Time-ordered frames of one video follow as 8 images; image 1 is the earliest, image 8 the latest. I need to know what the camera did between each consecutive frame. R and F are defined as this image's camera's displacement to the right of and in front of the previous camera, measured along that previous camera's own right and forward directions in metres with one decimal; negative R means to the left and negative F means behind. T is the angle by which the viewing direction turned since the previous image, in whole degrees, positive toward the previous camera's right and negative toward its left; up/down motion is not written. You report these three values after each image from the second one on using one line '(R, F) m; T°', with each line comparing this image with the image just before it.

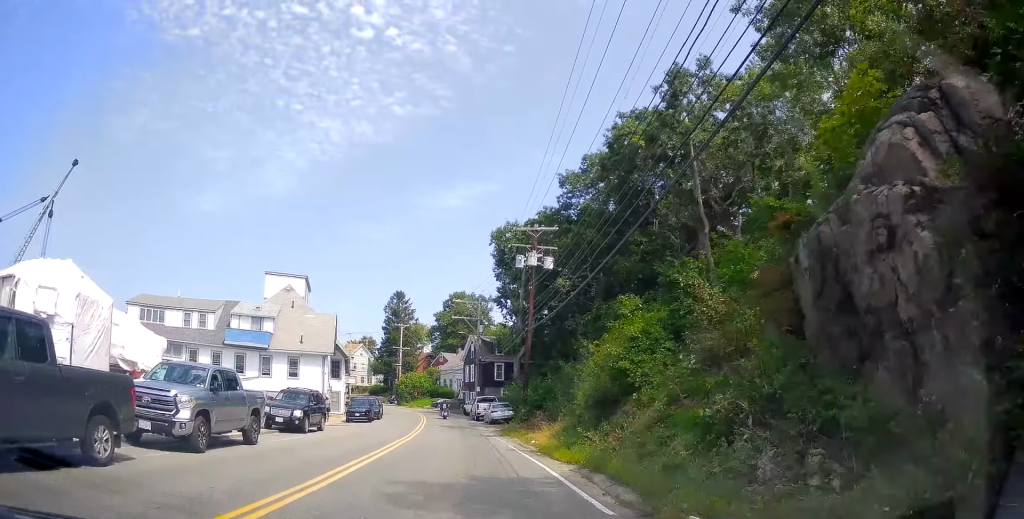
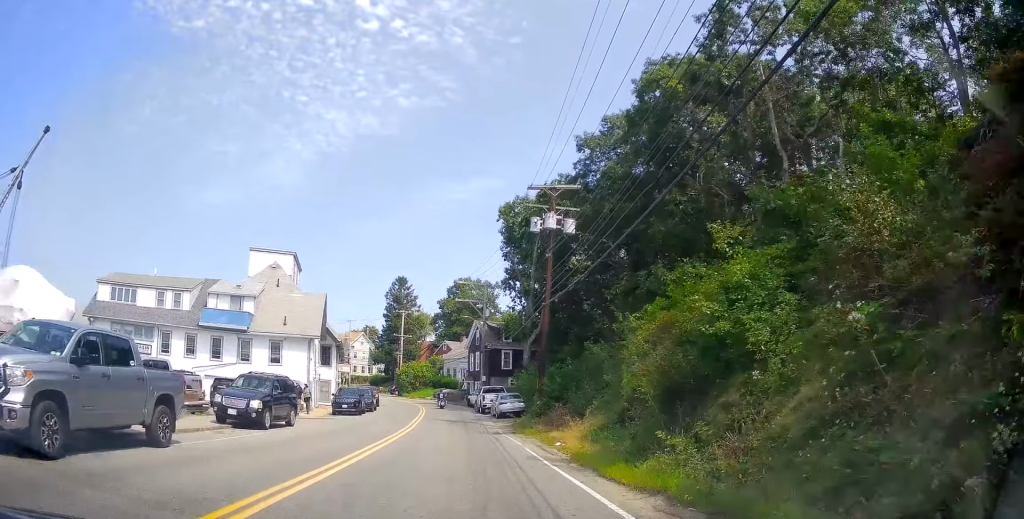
(-0.2, +4.9) m; -1°
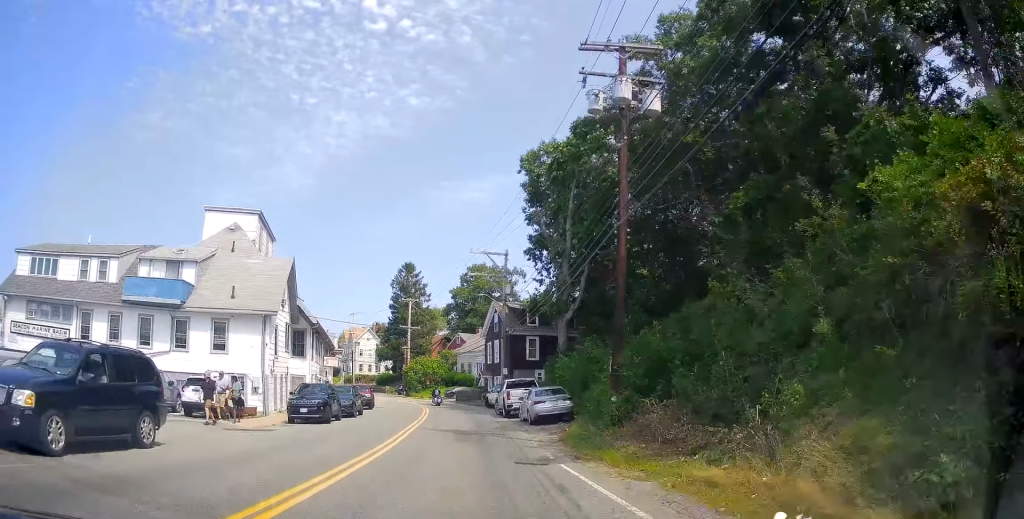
(-0.2, +10.6) m; -1°
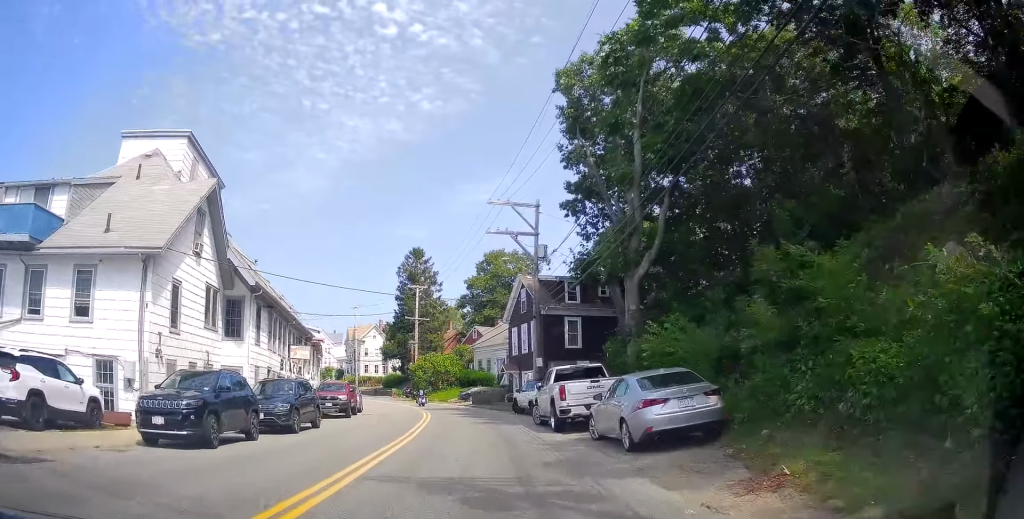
(0.0, +11.9) m; 0°
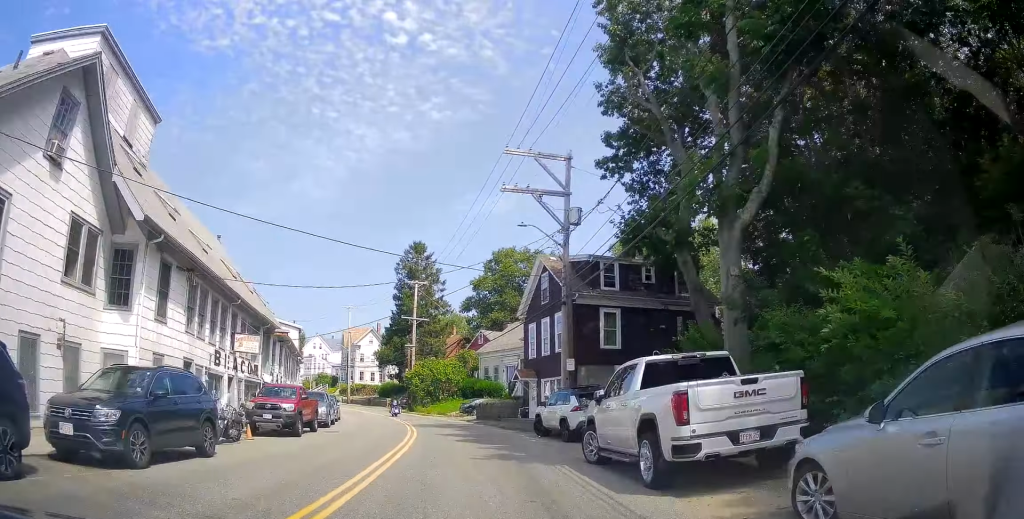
(0.0, +8.7) m; 0°
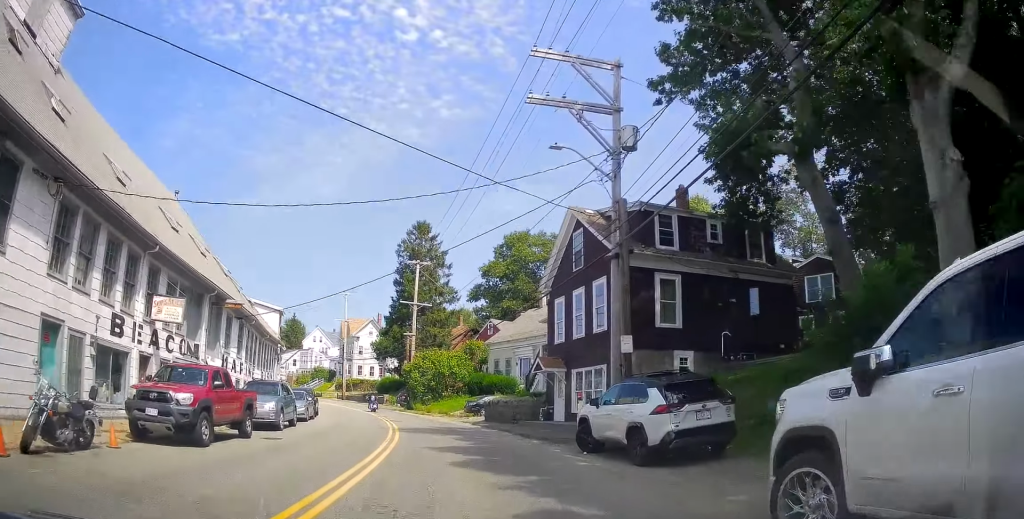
(0.0, +7.7) m; 0°
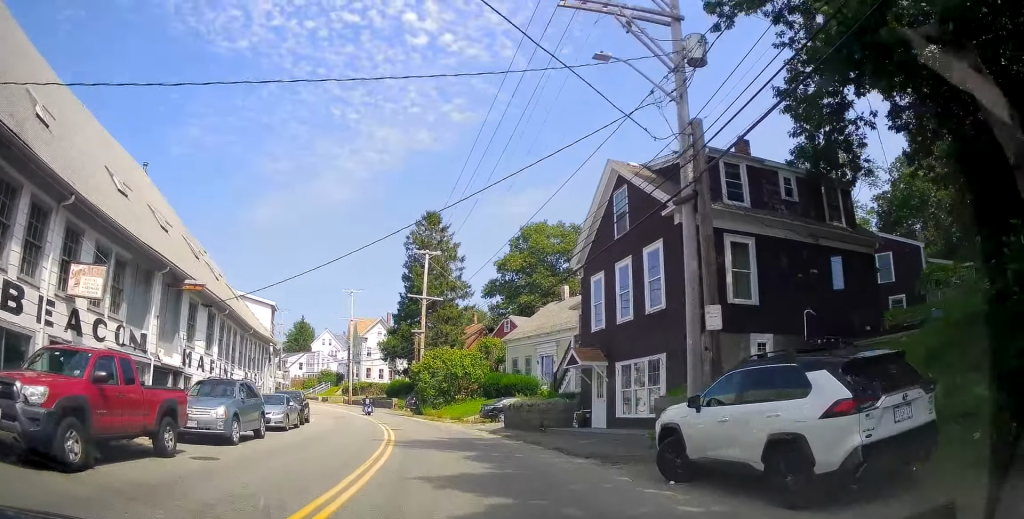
(+0.1, +5.2) m; -1°
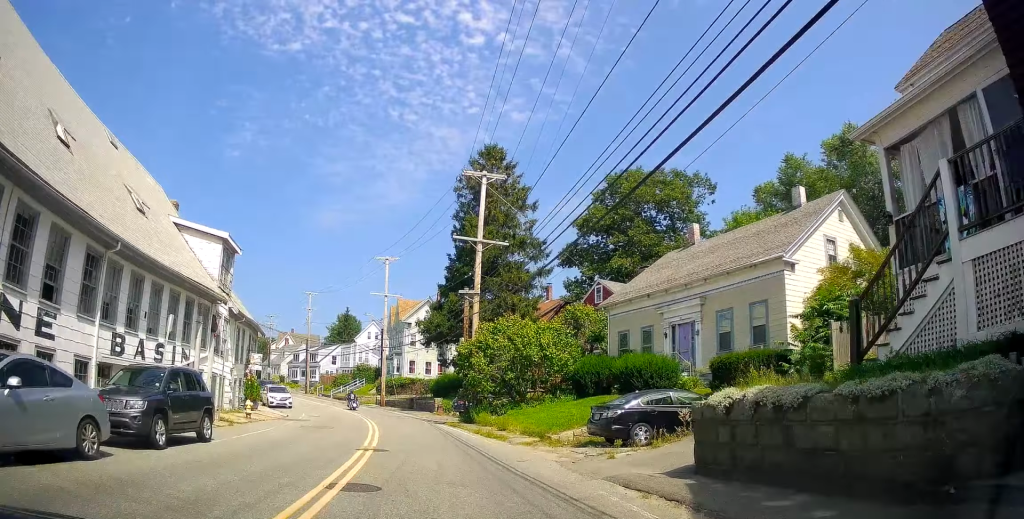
(-1.2, +17.6) m; -9°
